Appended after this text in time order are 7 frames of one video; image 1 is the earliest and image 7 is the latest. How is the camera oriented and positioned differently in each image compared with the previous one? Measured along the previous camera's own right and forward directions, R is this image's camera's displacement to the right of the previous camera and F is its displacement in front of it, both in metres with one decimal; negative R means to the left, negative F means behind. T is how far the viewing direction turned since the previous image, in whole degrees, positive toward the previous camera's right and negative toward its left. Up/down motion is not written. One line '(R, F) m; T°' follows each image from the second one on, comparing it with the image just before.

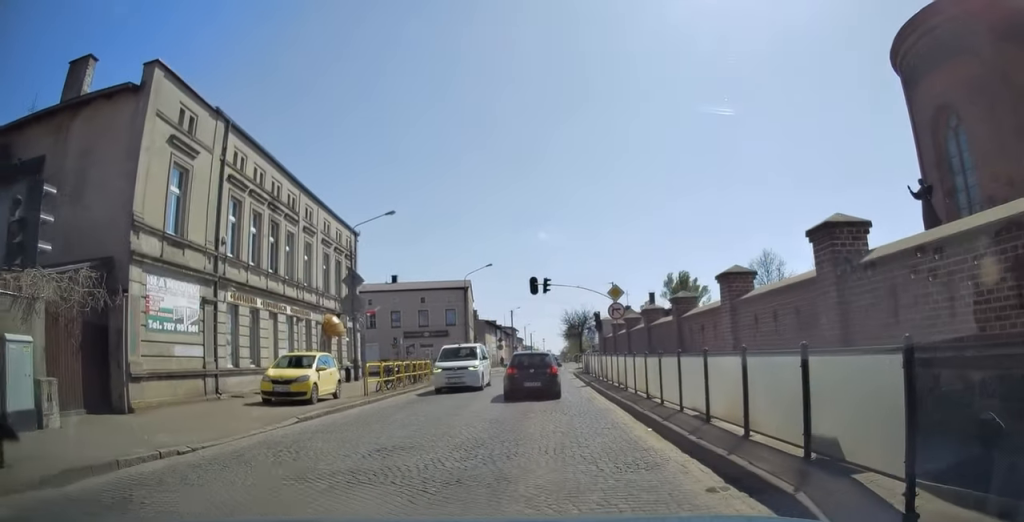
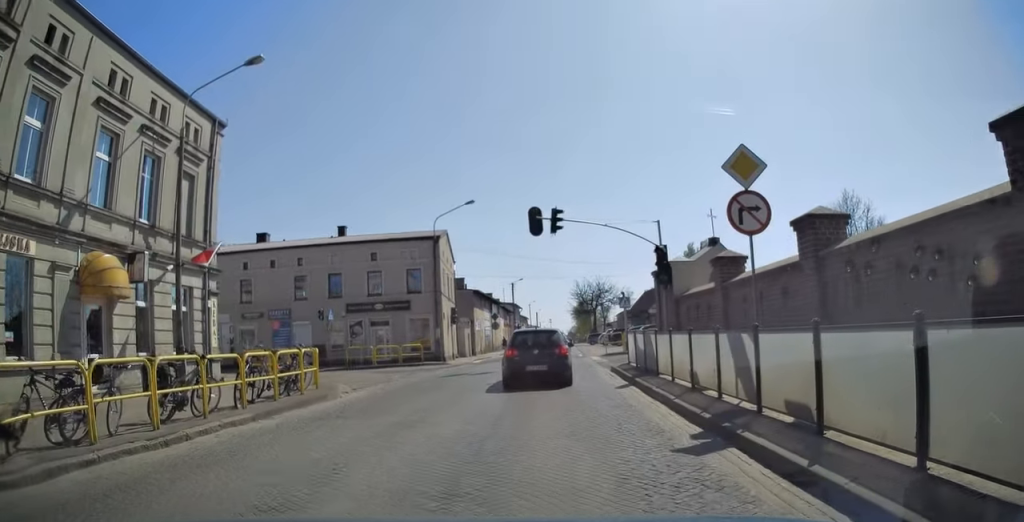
(+0.1, +17.3) m; +1°
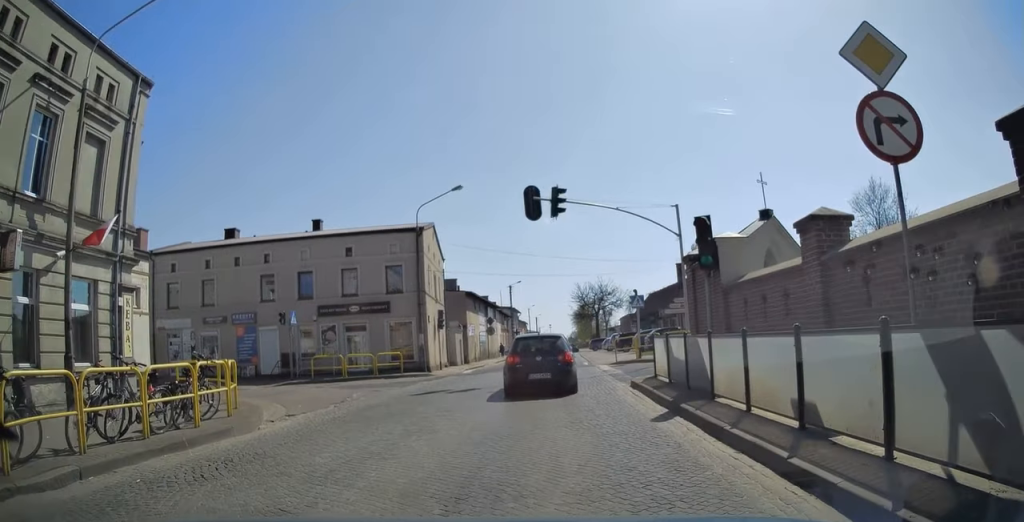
(0.0, +4.7) m; 0°
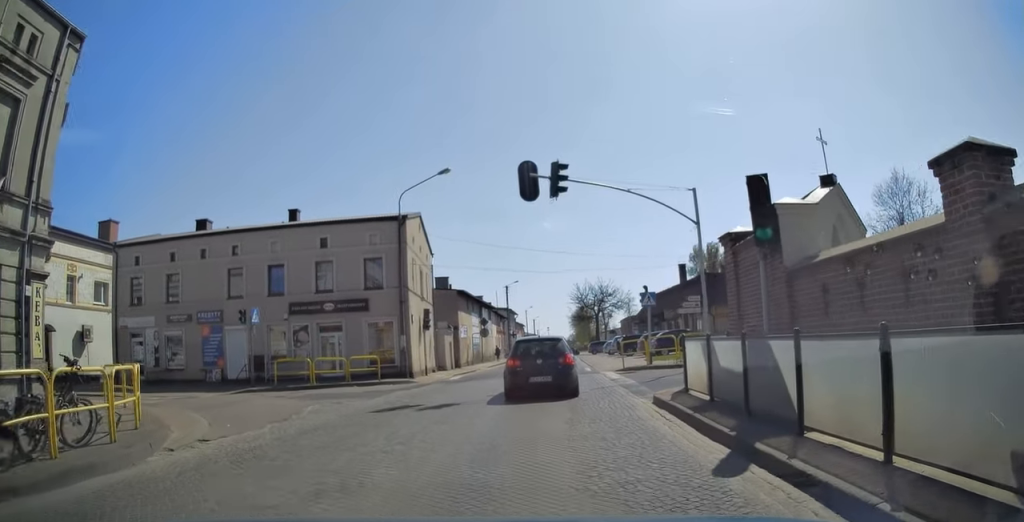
(0.0, +3.4) m; 0°
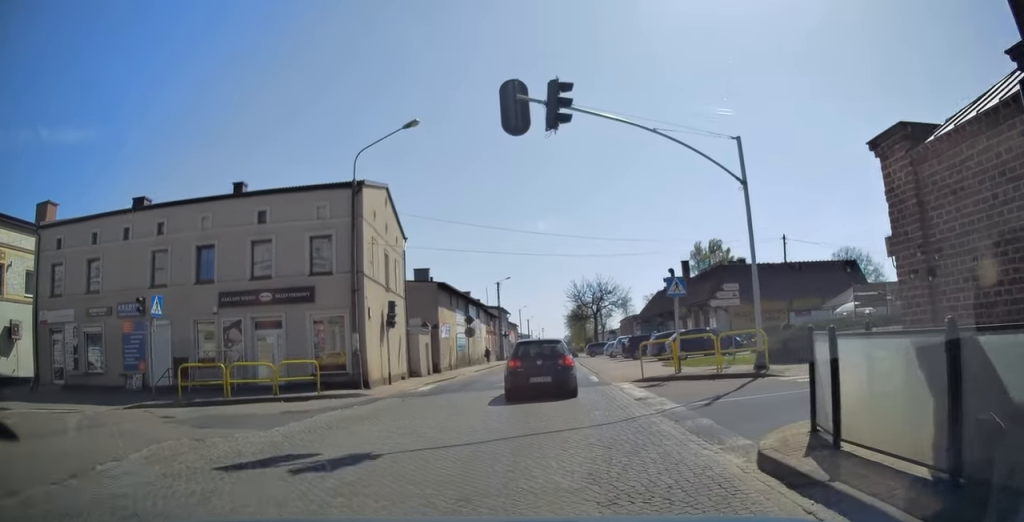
(0.0, +6.3) m; 0°
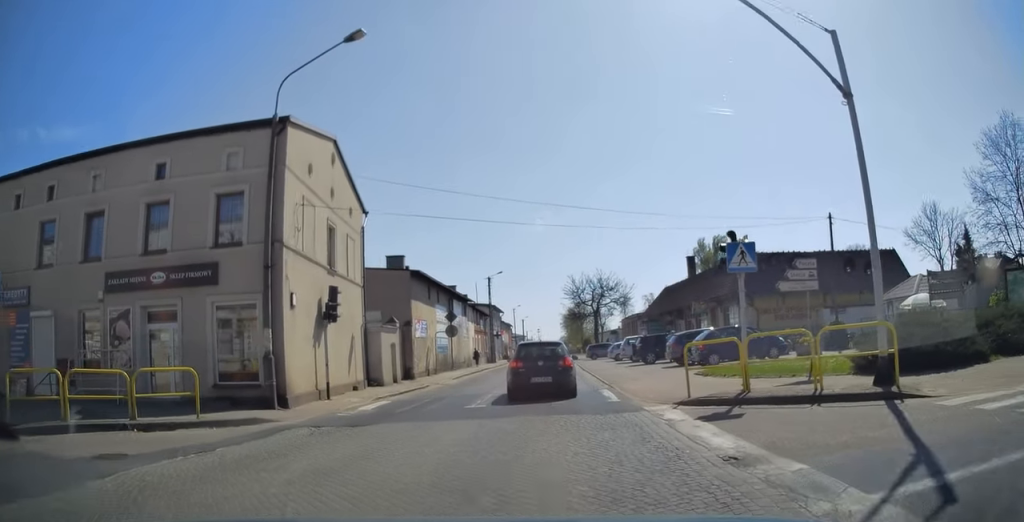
(-0.1, +7.0) m; 0°
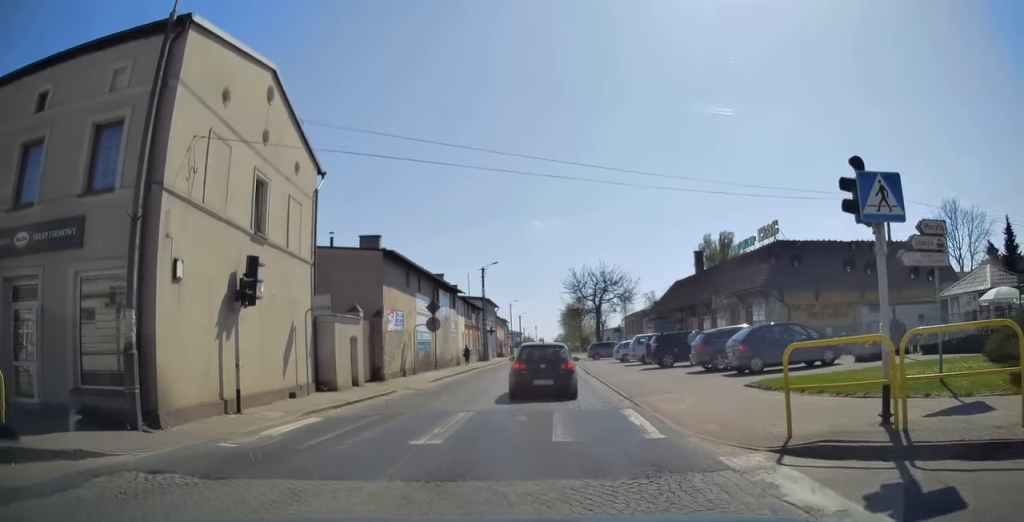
(0.0, +5.6) m; 0°
